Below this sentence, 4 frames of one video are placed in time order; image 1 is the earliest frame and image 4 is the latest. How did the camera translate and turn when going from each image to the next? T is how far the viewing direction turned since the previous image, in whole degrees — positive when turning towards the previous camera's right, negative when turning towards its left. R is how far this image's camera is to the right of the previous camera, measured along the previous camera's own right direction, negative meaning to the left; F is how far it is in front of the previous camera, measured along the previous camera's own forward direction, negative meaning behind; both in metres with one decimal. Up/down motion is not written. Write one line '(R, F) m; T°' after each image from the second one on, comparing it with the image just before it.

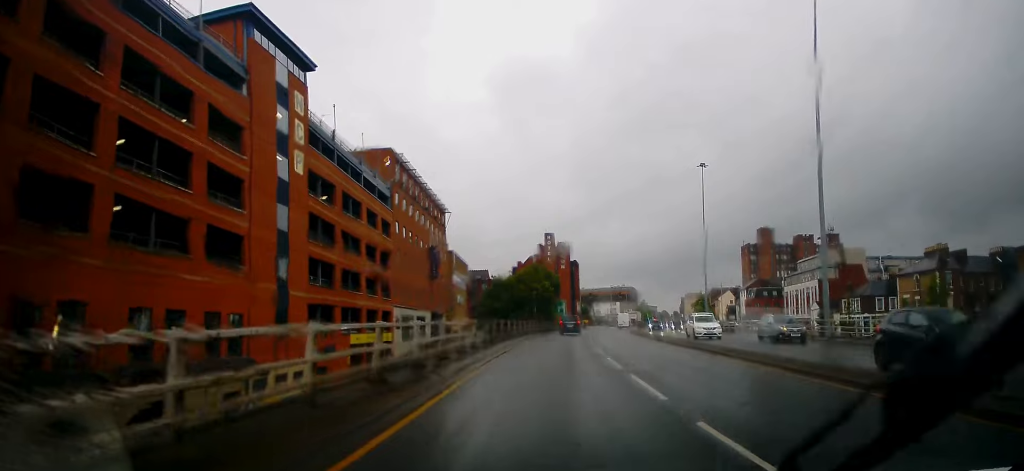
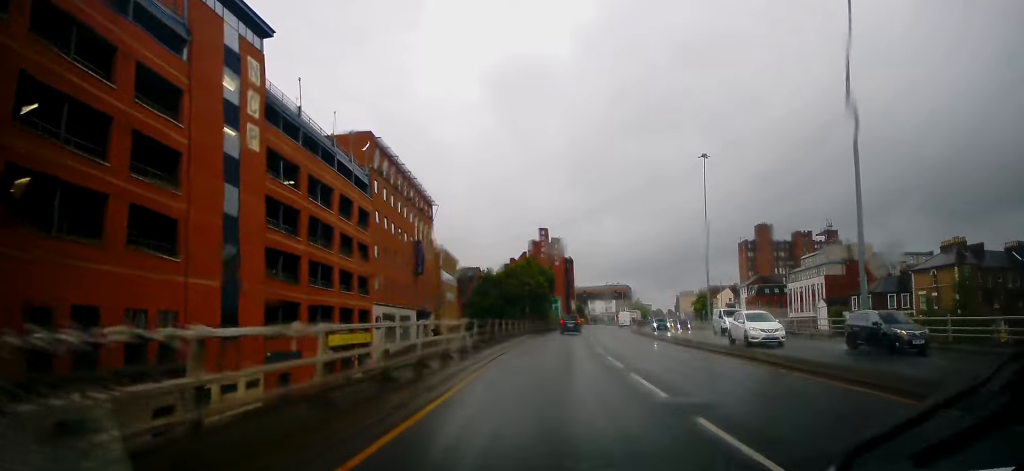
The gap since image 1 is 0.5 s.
(-0.2, +5.5) m; 0°
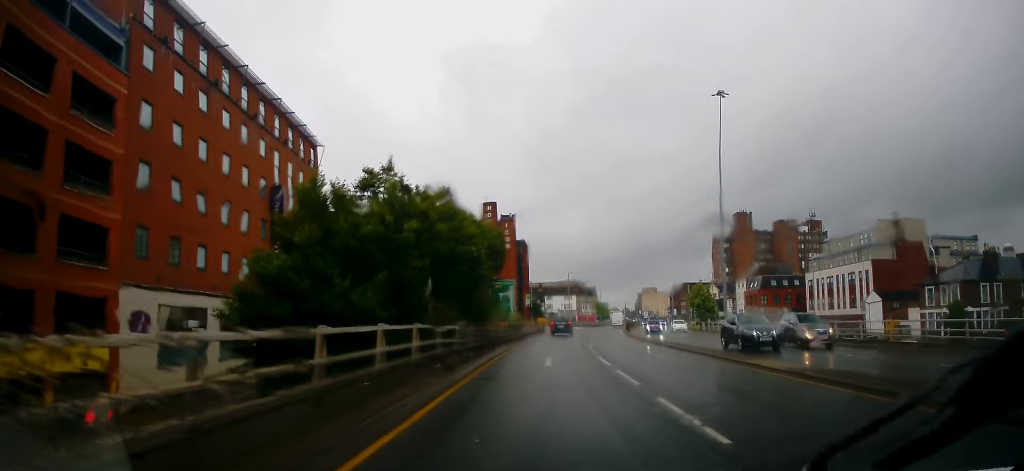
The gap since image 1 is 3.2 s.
(+1.2, +31.4) m; +5°
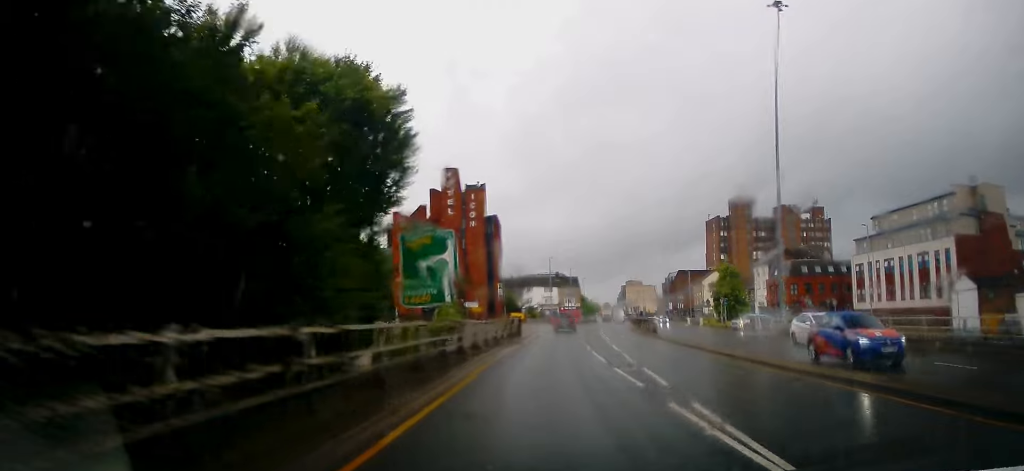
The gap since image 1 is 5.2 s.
(+0.5, +24.1) m; +2°
